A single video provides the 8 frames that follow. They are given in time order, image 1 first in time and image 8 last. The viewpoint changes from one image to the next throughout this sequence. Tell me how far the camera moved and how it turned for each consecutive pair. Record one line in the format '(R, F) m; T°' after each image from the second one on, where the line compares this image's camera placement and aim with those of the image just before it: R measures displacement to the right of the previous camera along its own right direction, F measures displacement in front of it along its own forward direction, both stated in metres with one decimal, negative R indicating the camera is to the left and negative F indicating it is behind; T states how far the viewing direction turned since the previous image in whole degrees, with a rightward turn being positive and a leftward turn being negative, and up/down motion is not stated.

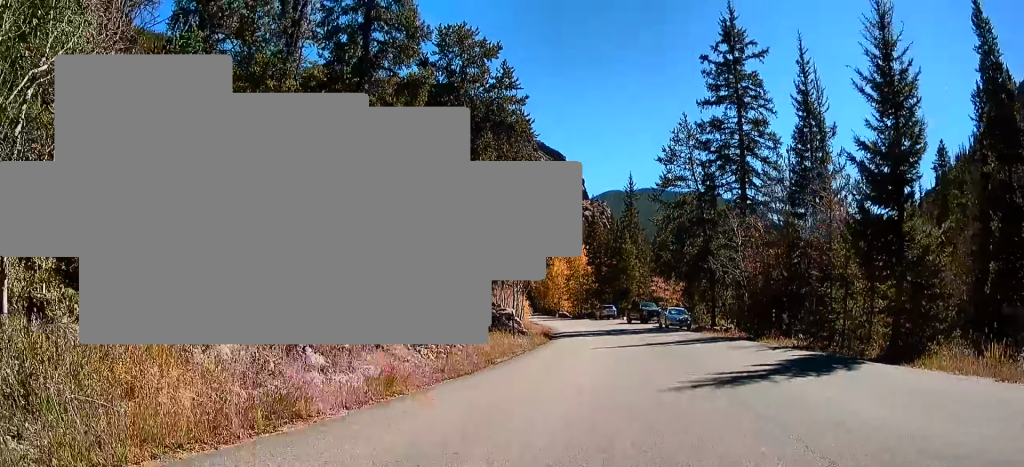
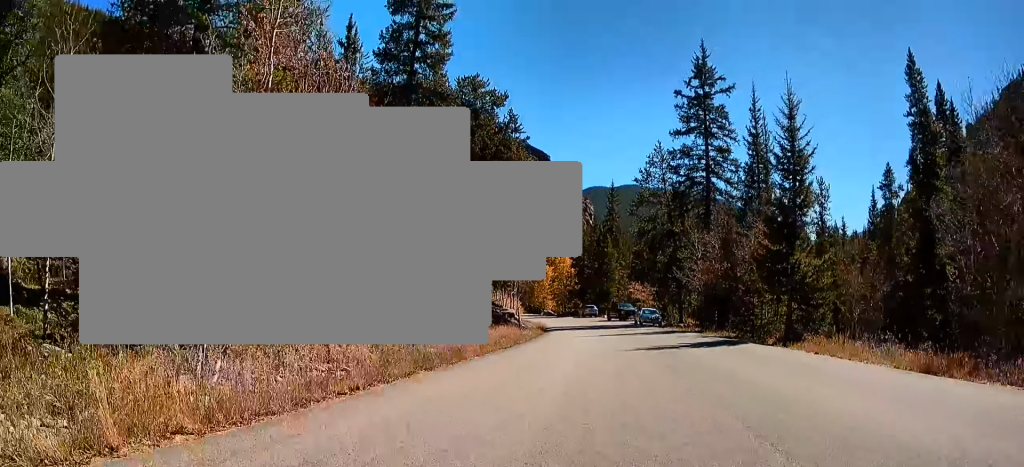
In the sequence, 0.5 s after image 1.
(+0.1, +4.1) m; +1°
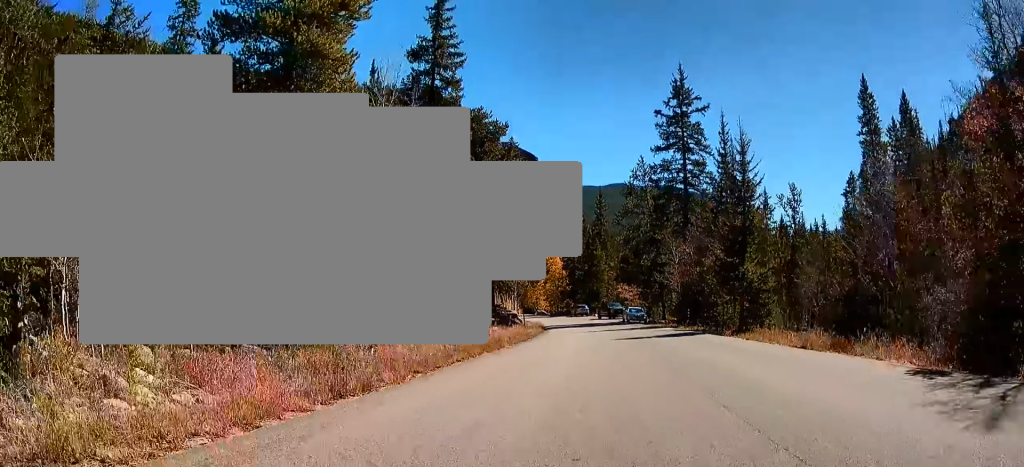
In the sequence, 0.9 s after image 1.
(+0.1, +3.1) m; +1°
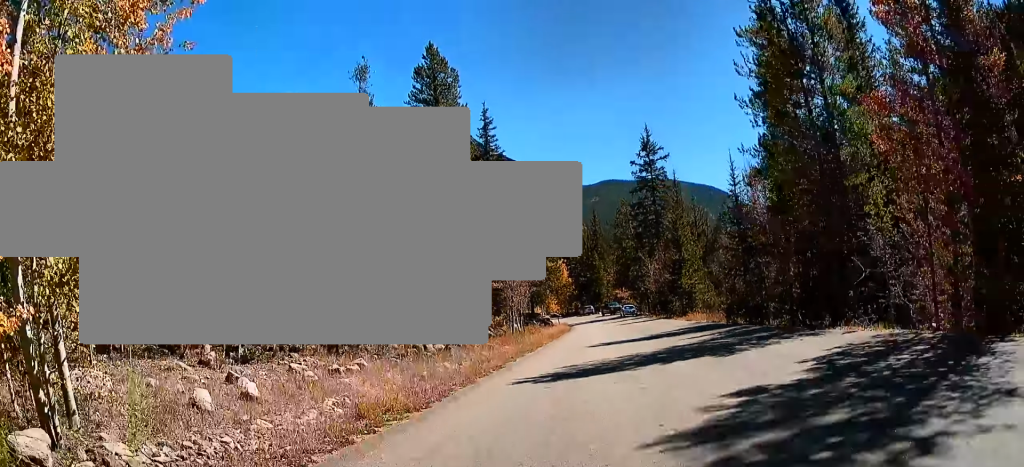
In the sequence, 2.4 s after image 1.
(+0.1, +10.0) m; +1°
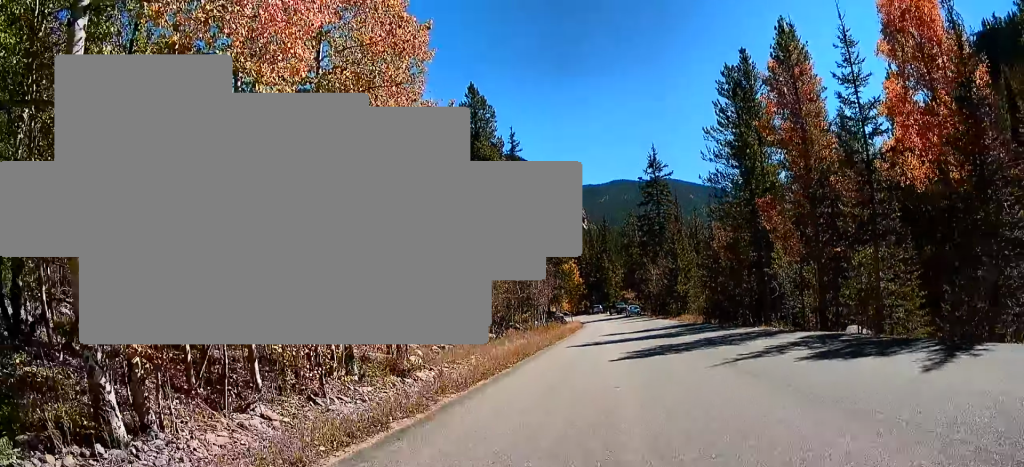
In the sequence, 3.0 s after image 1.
(0.0, +3.7) m; +1°
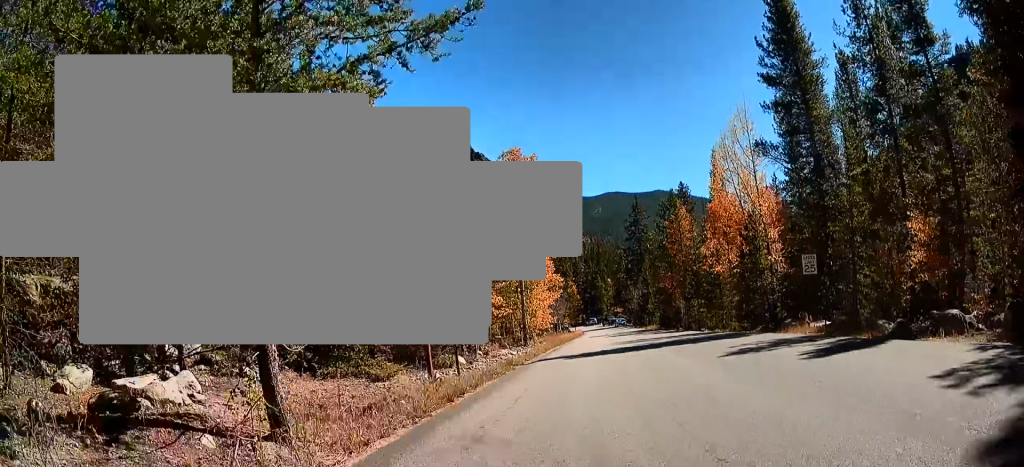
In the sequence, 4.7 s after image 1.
(-0.2, +12.7) m; -3°
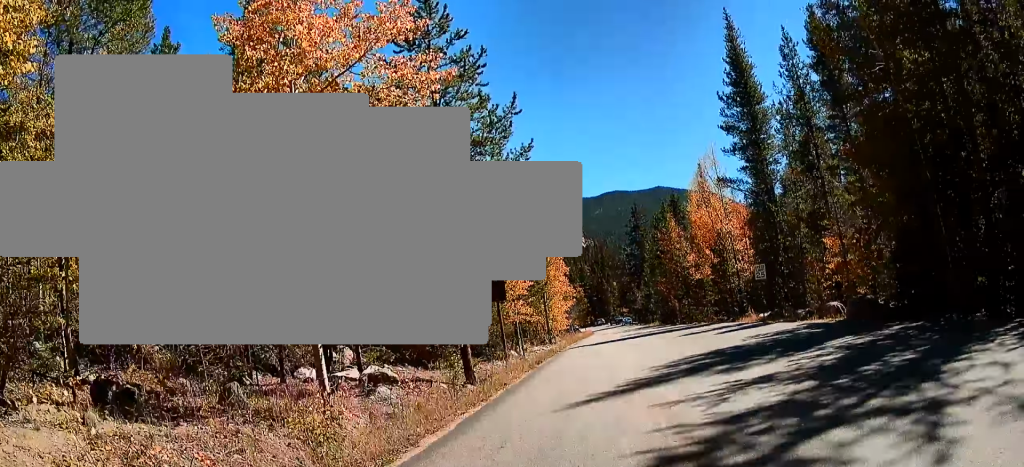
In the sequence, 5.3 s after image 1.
(-0.1, +4.3) m; -1°
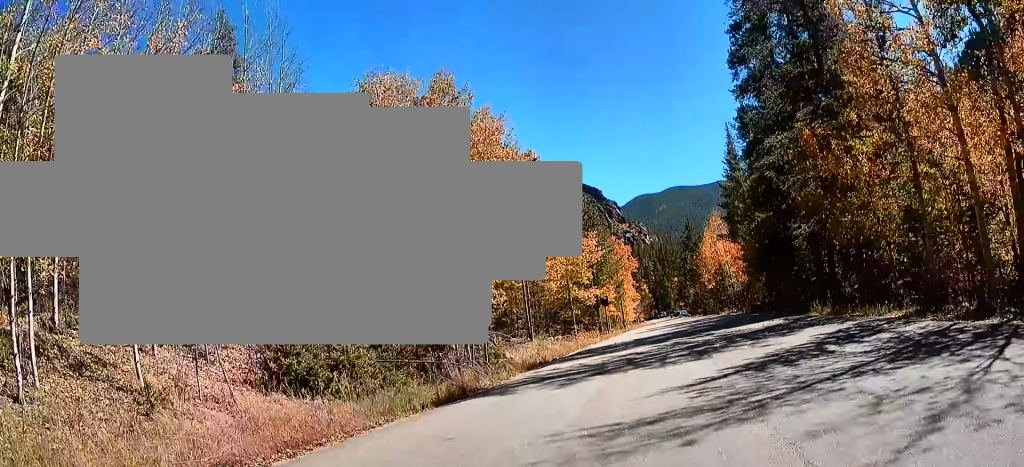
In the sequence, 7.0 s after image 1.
(0.0, +15.4) m; 0°
